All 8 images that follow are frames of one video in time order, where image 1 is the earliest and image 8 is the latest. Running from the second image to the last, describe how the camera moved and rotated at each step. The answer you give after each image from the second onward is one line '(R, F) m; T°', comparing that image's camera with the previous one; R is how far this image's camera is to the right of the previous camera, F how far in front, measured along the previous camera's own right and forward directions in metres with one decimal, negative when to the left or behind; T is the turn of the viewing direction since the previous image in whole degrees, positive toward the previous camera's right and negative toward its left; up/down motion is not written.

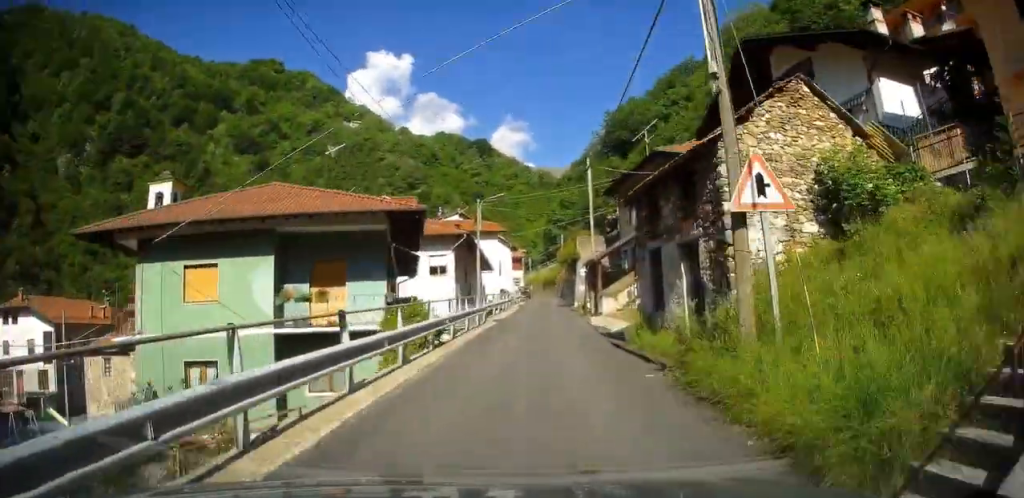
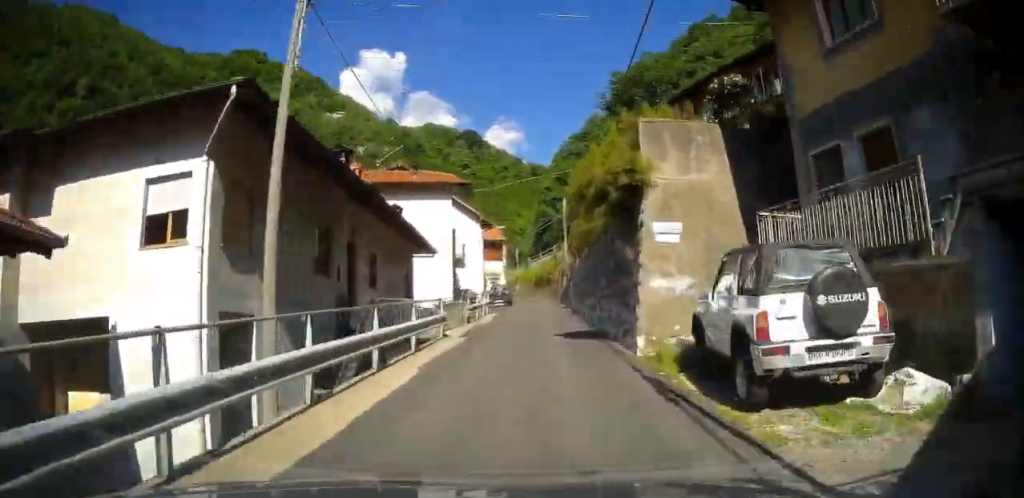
(+0.4, +27.1) m; -1°
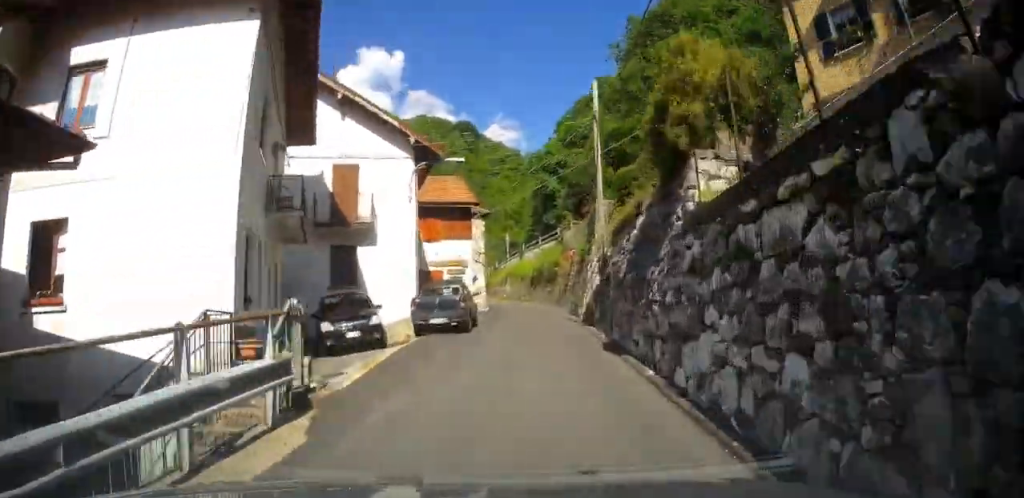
(-0.7, +24.0) m; -3°
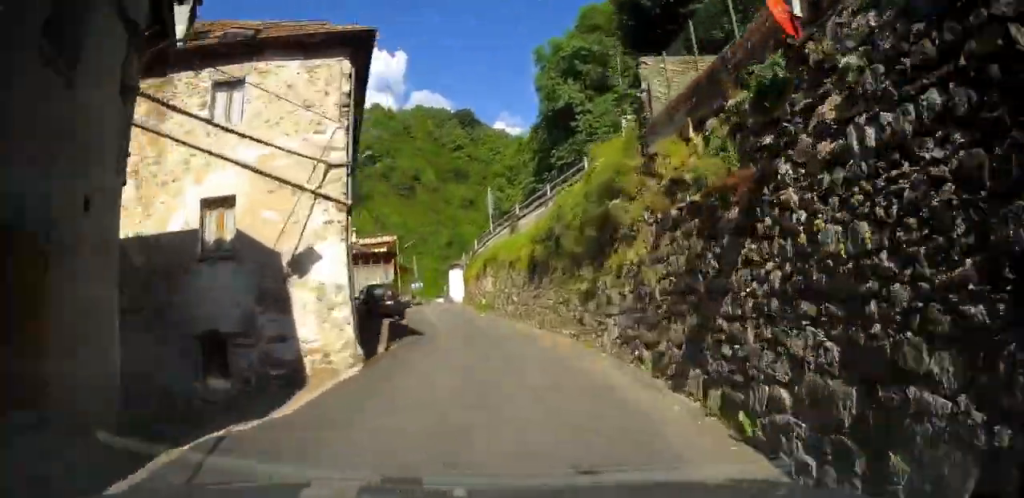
(-0.4, +30.2) m; -2°
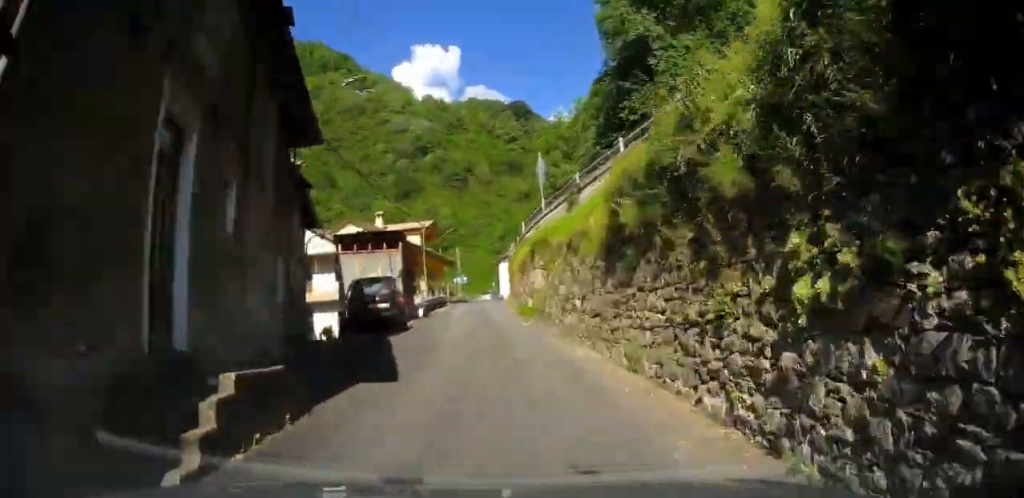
(-0.3, +8.7) m; -4°
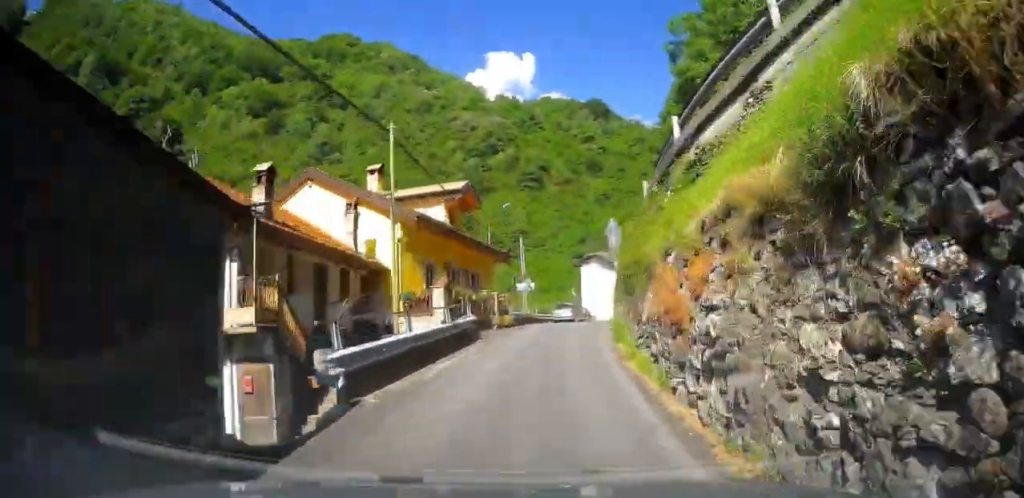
(-1.5, +18.9) m; -5°
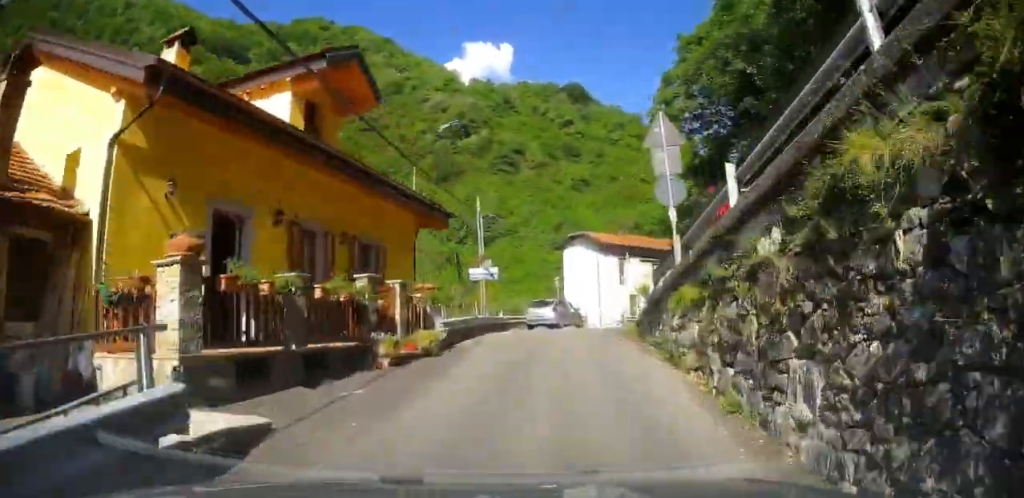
(0.0, +11.7) m; +2°
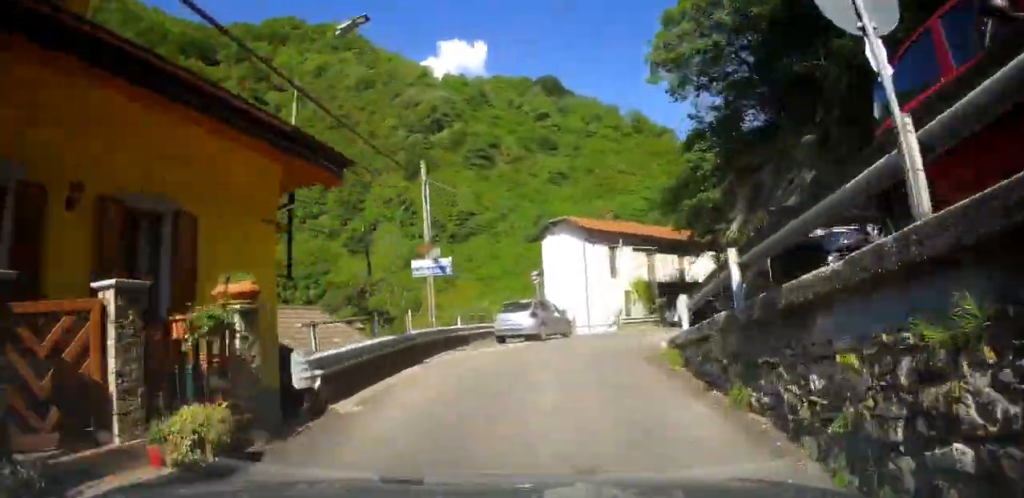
(+0.3, +6.5) m; +2°
